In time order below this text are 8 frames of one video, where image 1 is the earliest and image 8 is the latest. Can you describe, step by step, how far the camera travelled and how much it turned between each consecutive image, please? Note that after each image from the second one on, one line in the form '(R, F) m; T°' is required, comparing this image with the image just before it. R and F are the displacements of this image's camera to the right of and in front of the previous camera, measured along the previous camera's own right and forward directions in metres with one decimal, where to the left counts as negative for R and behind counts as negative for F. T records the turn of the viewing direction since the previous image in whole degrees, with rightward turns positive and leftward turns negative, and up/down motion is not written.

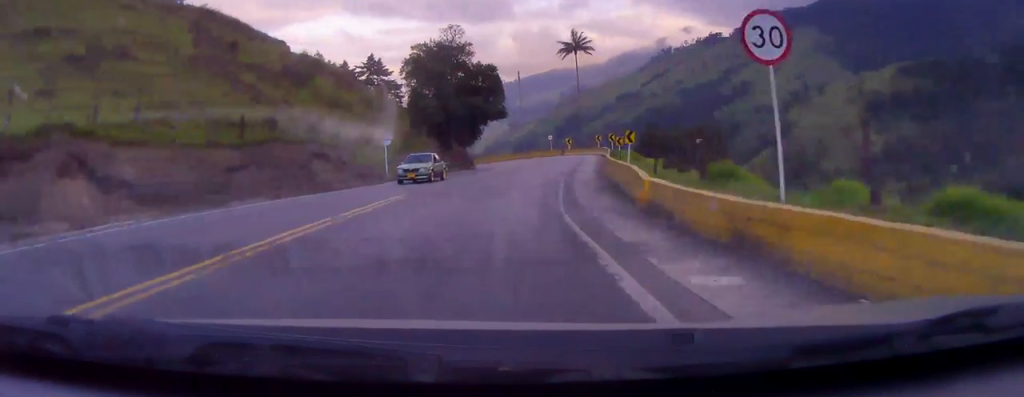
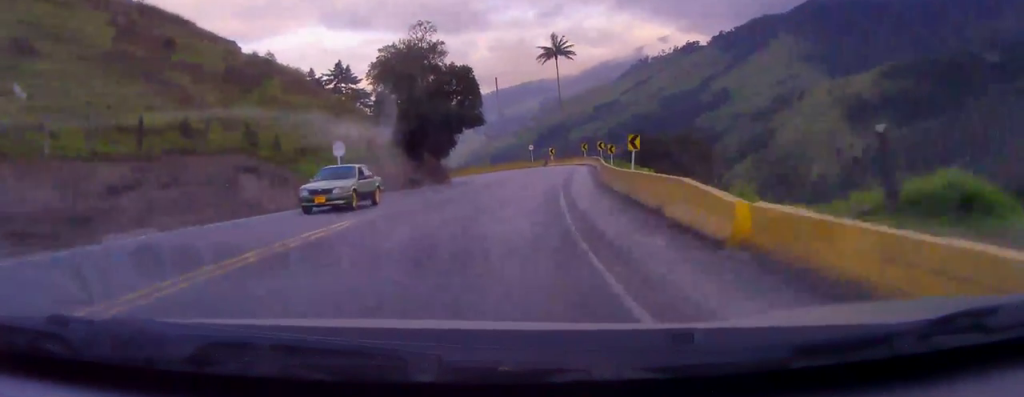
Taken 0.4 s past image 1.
(-0.2, +6.9) m; +3°
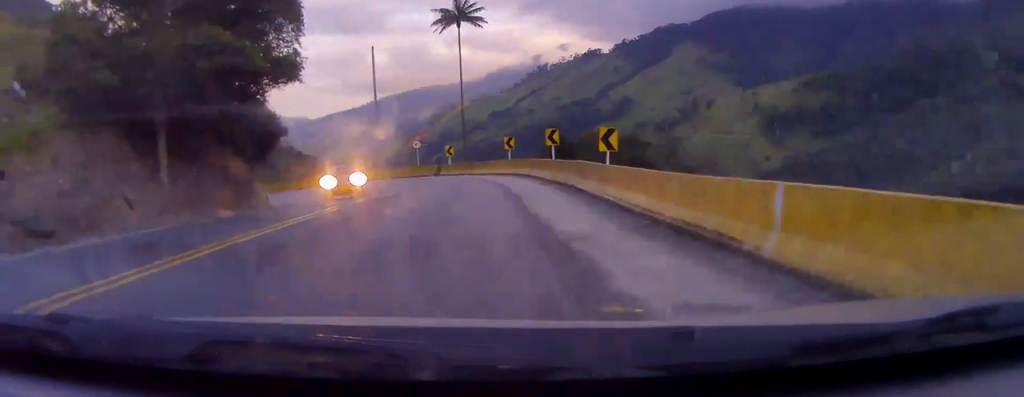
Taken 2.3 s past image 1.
(+2.9, +32.3) m; +5°
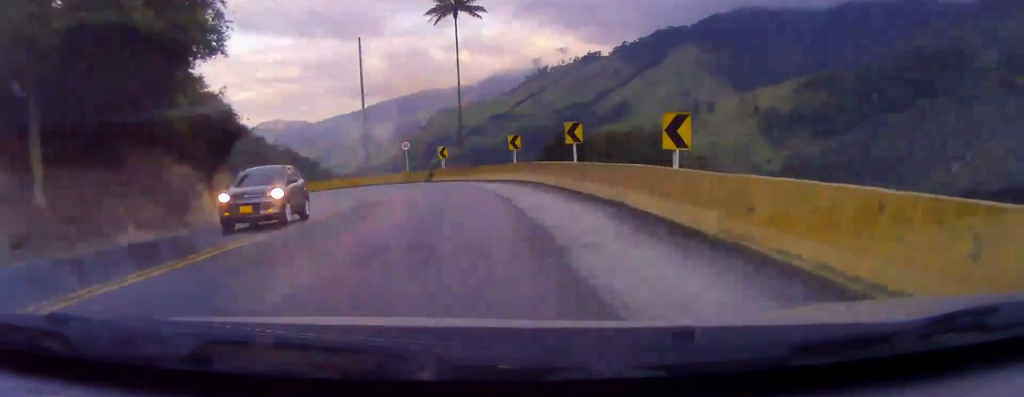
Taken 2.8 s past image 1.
(0.0, +7.5) m; -2°
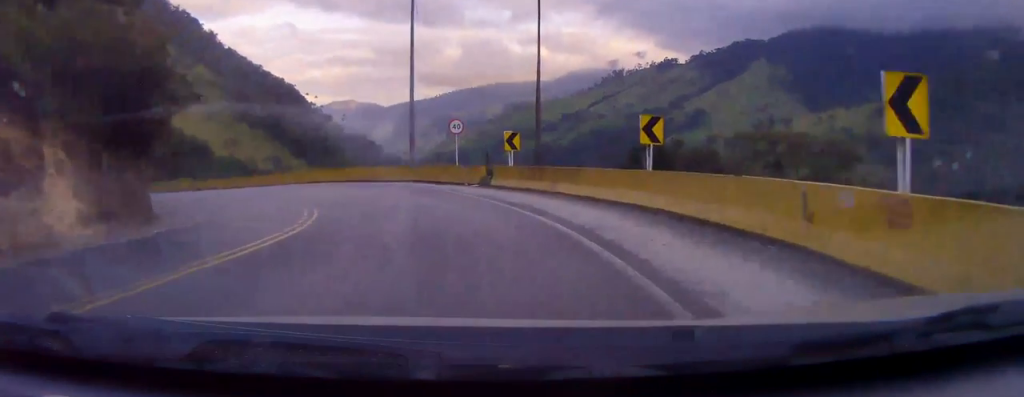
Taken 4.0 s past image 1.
(-0.9, +15.4) m; -10°
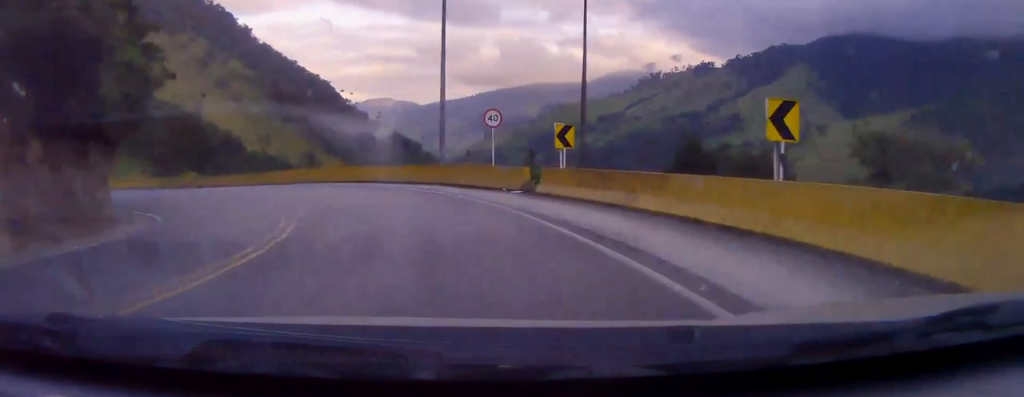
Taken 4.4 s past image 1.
(0.0, +5.2) m; -6°
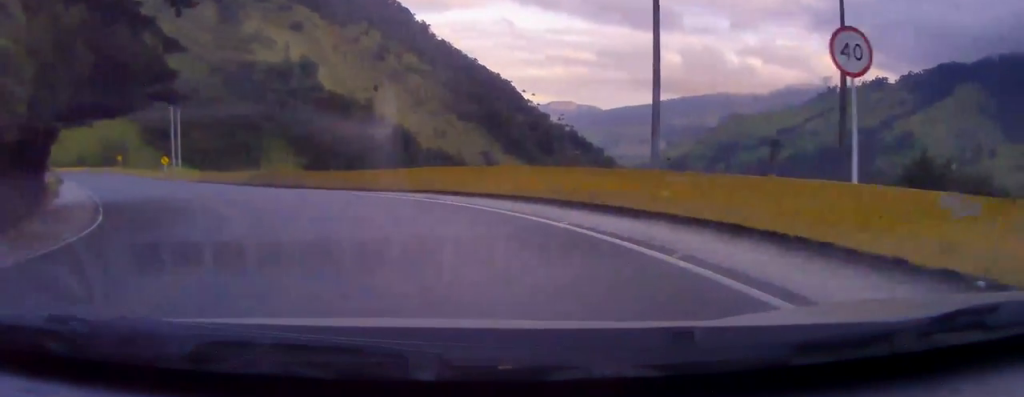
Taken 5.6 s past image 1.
(-2.7, +15.7) m; -22°
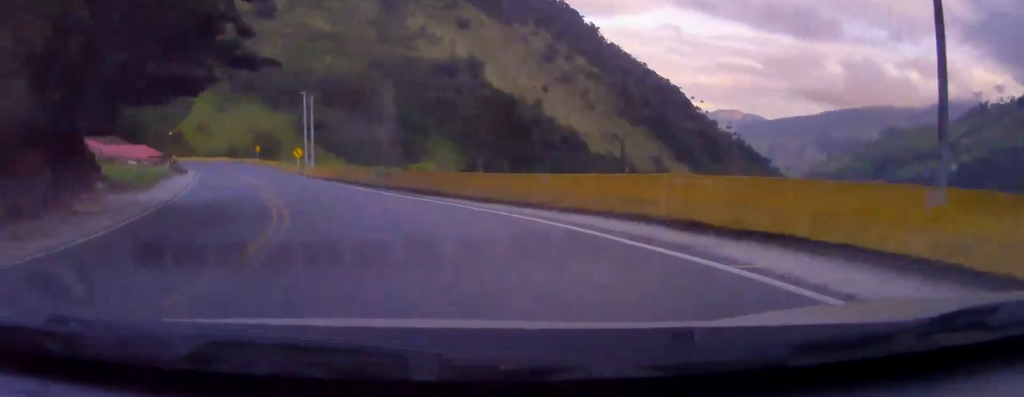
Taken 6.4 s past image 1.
(-1.6, +9.6) m; -8°
